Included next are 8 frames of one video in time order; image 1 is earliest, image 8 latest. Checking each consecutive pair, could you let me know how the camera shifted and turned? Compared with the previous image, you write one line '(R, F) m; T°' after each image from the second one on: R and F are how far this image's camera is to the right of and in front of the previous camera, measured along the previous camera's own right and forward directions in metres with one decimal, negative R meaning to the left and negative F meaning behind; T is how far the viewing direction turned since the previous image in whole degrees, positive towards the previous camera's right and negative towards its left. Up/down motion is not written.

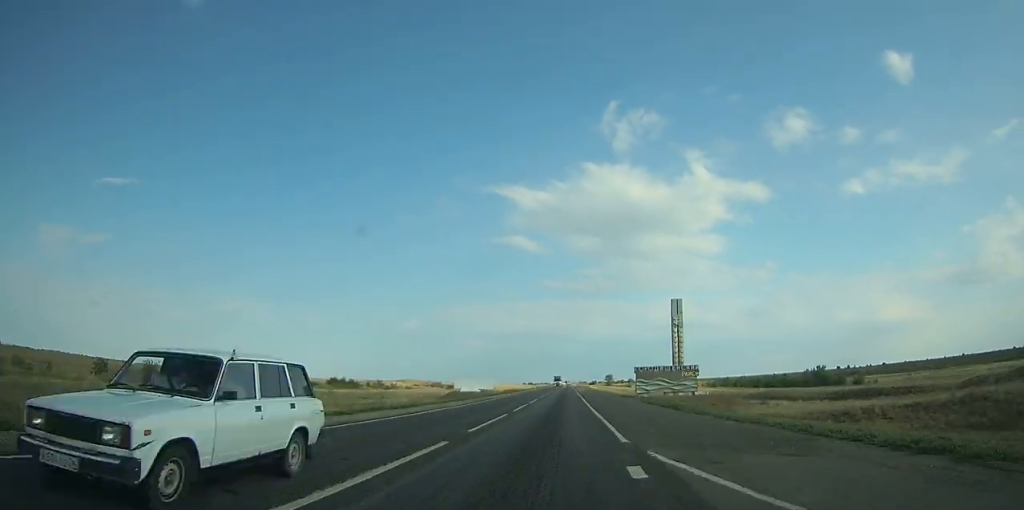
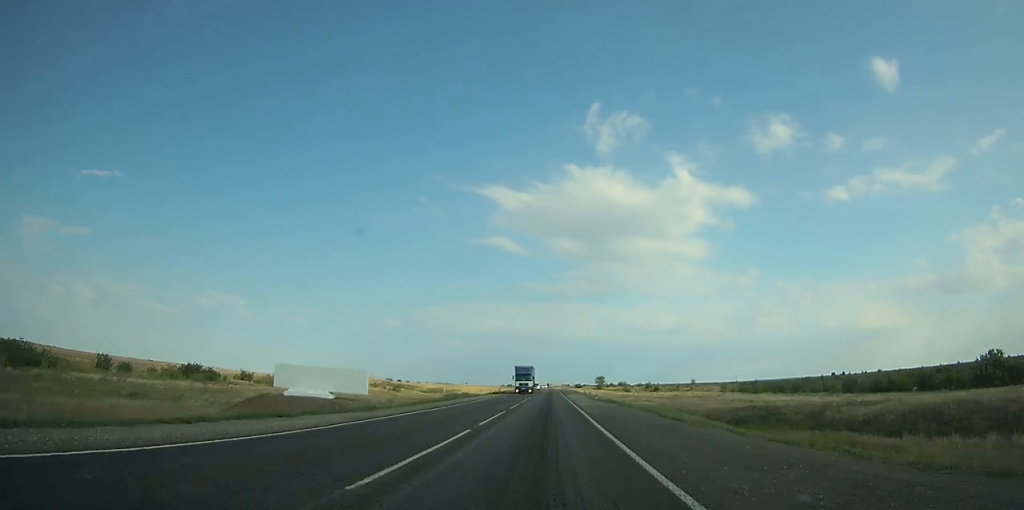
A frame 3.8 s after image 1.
(+0.8, +59.4) m; +1°
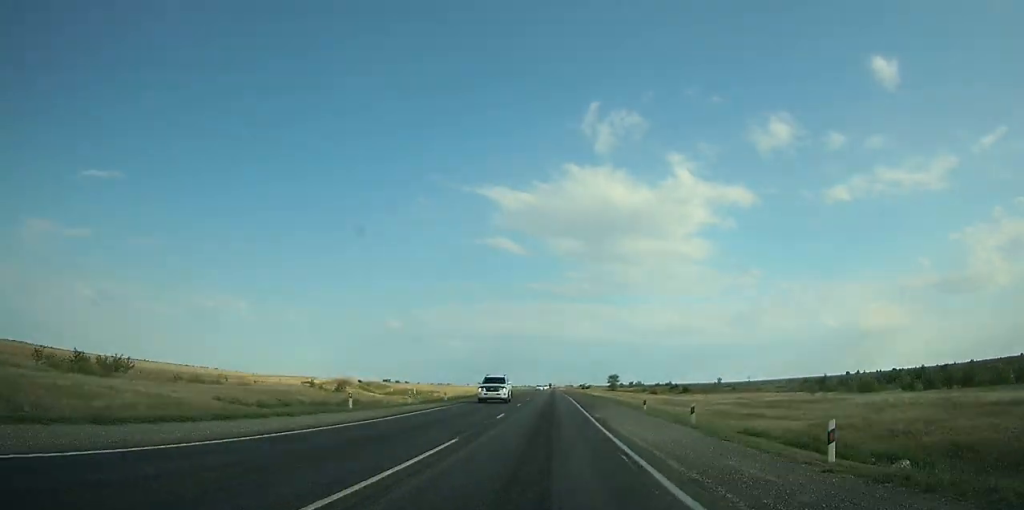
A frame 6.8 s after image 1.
(+0.2, +51.3) m; 0°
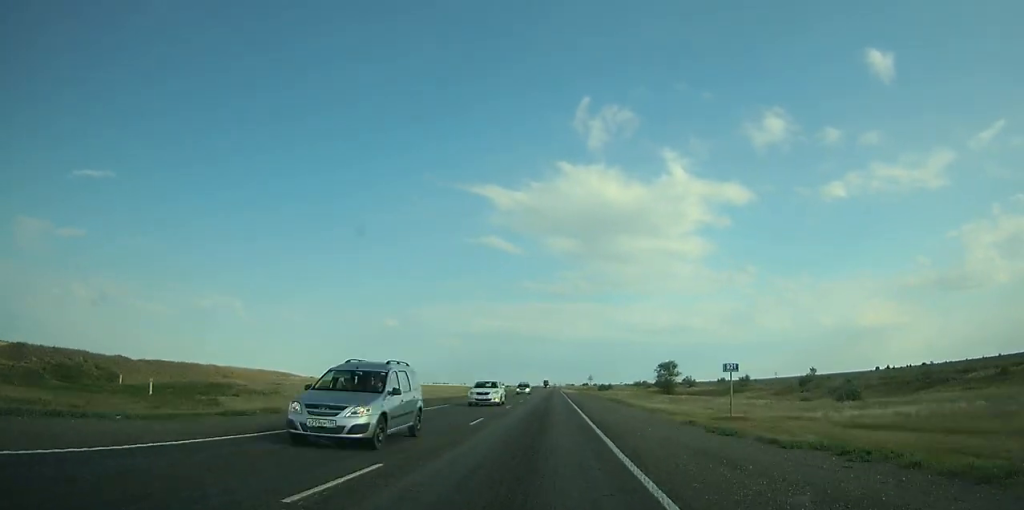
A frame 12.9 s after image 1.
(-0.3, +111.9) m; 0°
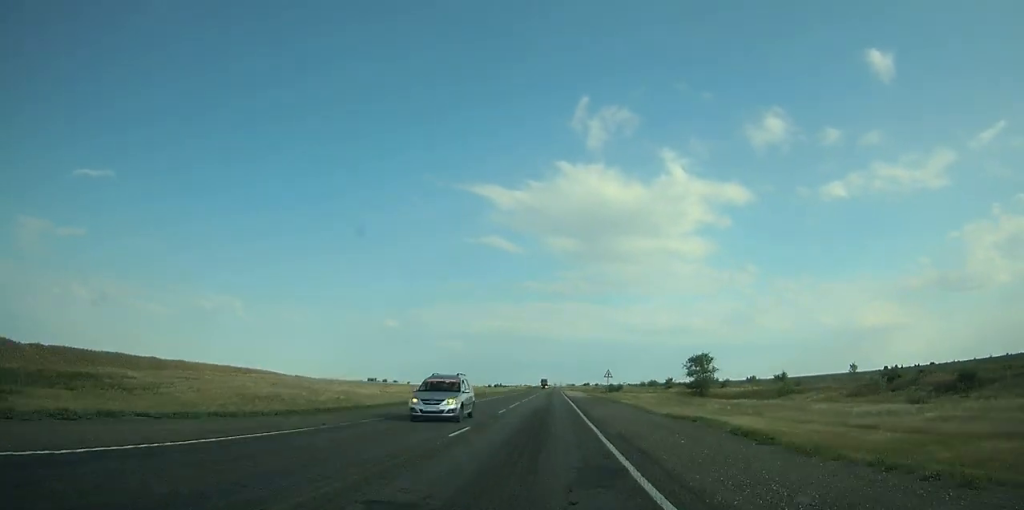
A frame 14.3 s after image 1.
(0.0, +27.5) m; 0°
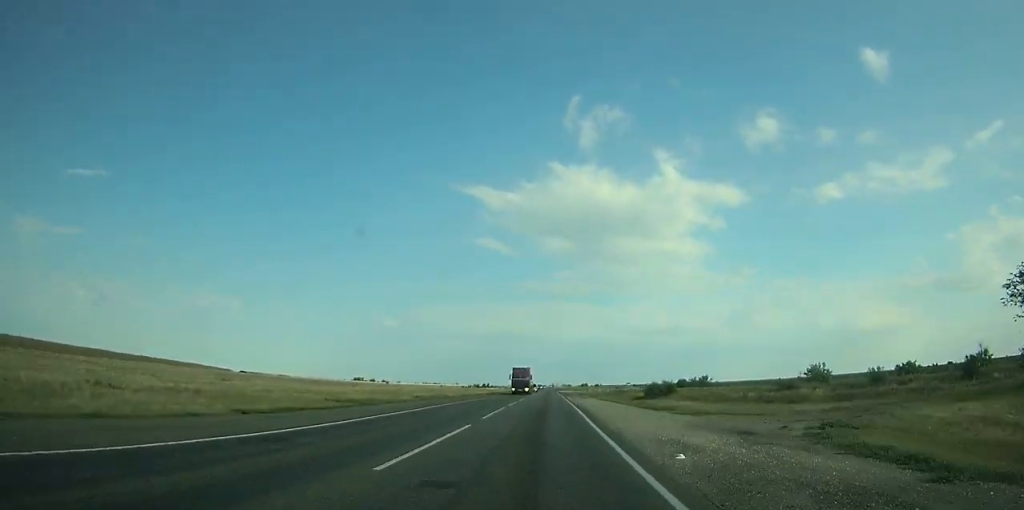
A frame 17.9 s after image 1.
(+0.1, +75.1) m; 0°
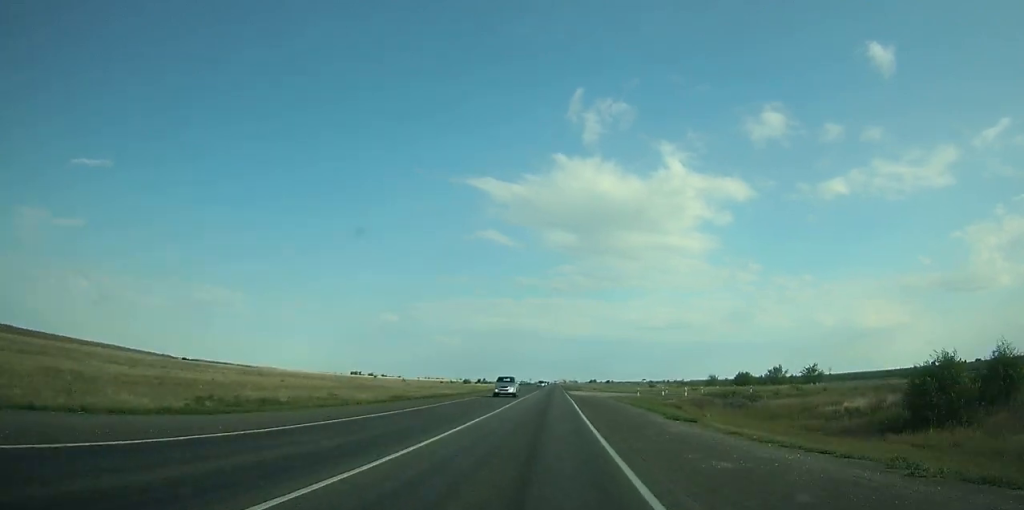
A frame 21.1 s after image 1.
(0.0, +67.3) m; 0°
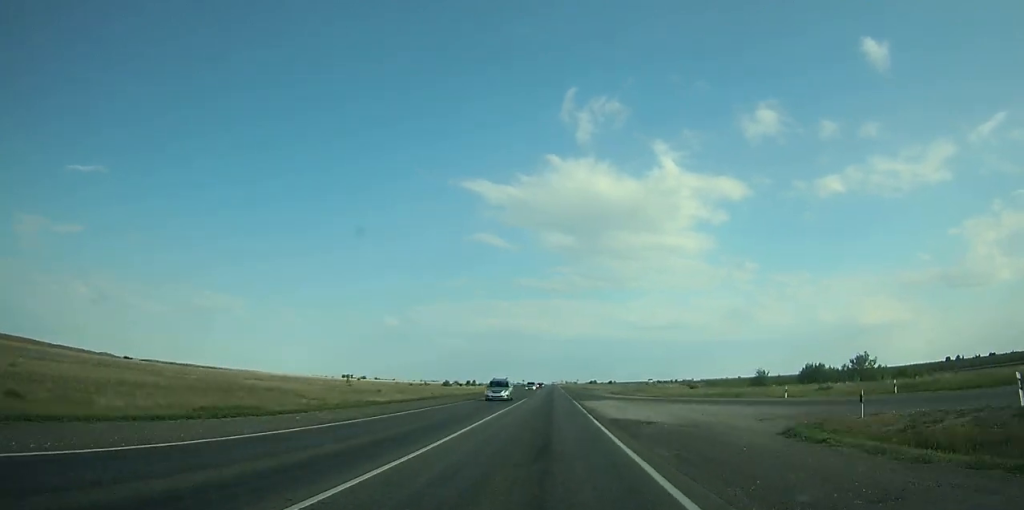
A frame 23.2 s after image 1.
(-0.1, +43.8) m; 0°
